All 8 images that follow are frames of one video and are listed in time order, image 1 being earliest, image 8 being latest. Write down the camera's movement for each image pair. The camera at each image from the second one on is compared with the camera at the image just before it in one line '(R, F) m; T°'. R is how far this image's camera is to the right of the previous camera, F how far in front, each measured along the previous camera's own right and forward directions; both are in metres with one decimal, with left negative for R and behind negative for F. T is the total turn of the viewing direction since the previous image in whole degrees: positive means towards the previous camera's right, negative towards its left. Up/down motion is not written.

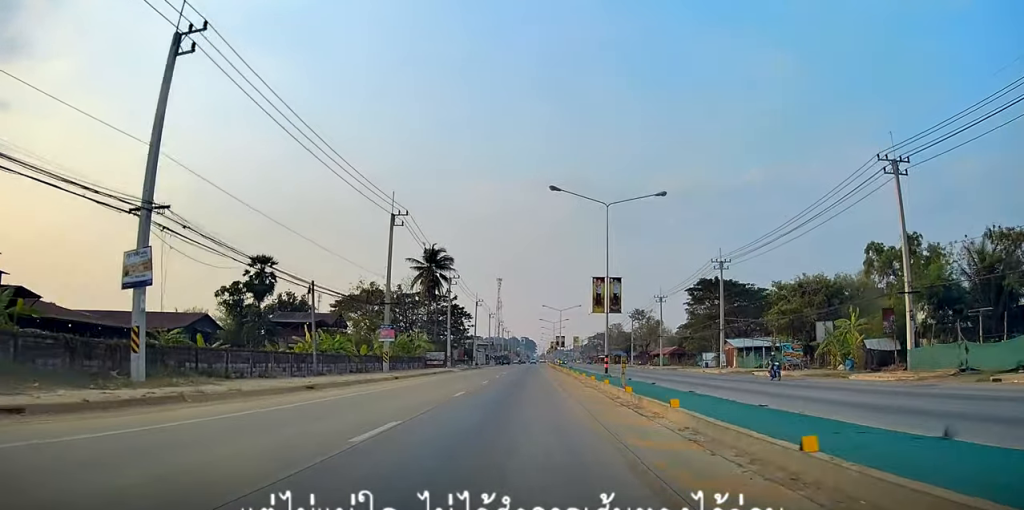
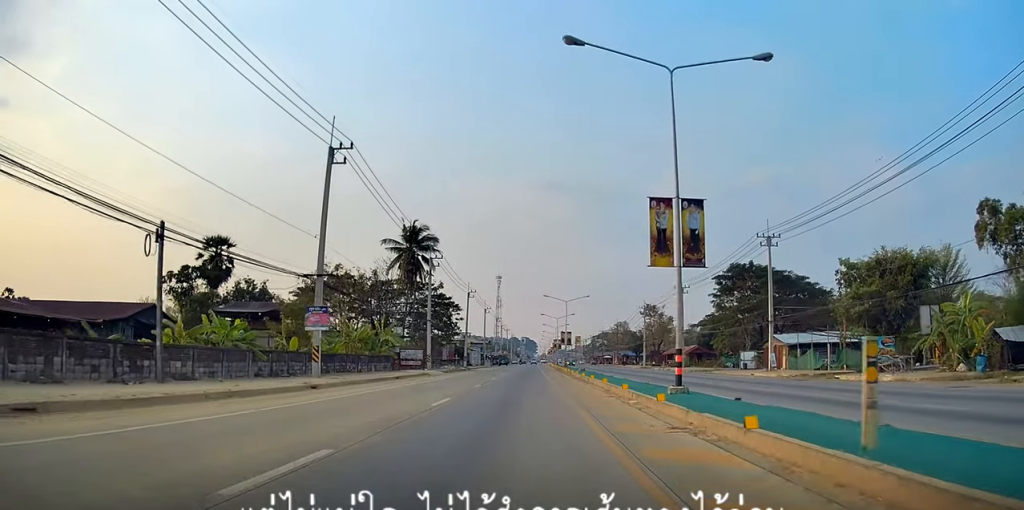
(0.0, +16.5) m; 0°
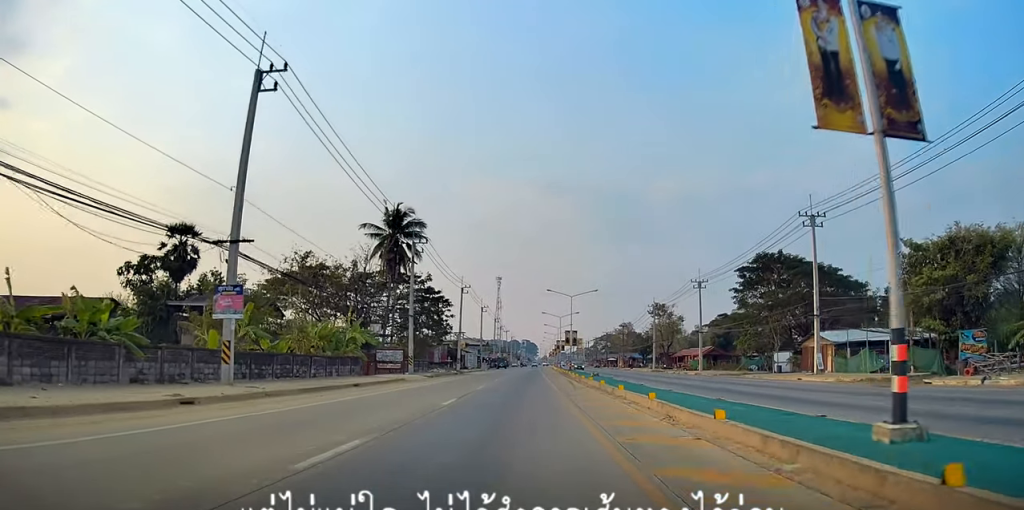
(0.0, +10.2) m; 0°
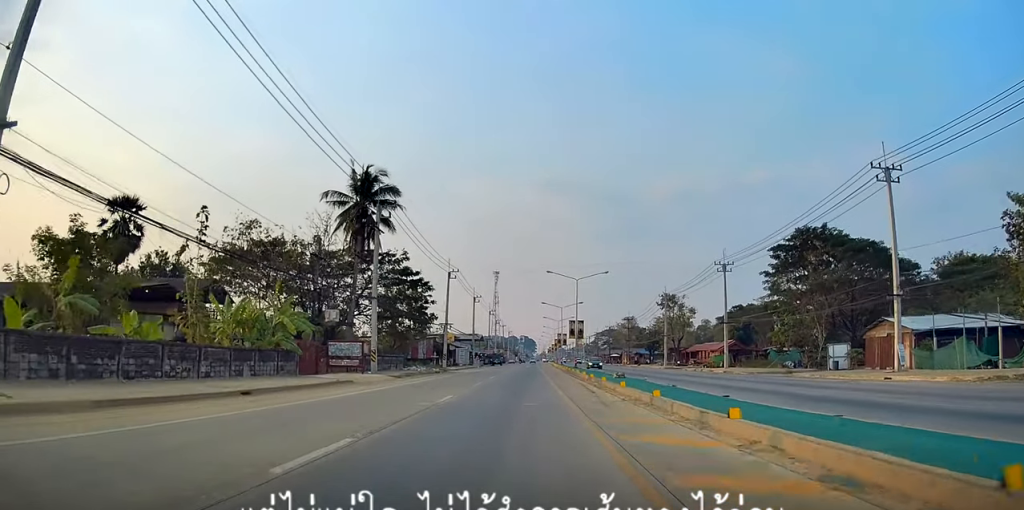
(0.0, +12.9) m; 0°
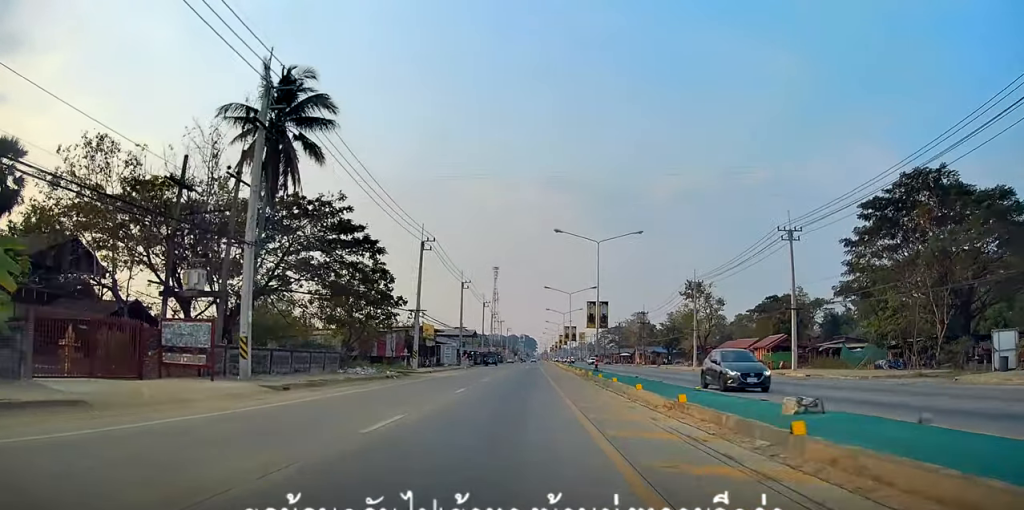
(+0.1, +20.7) m; -2°
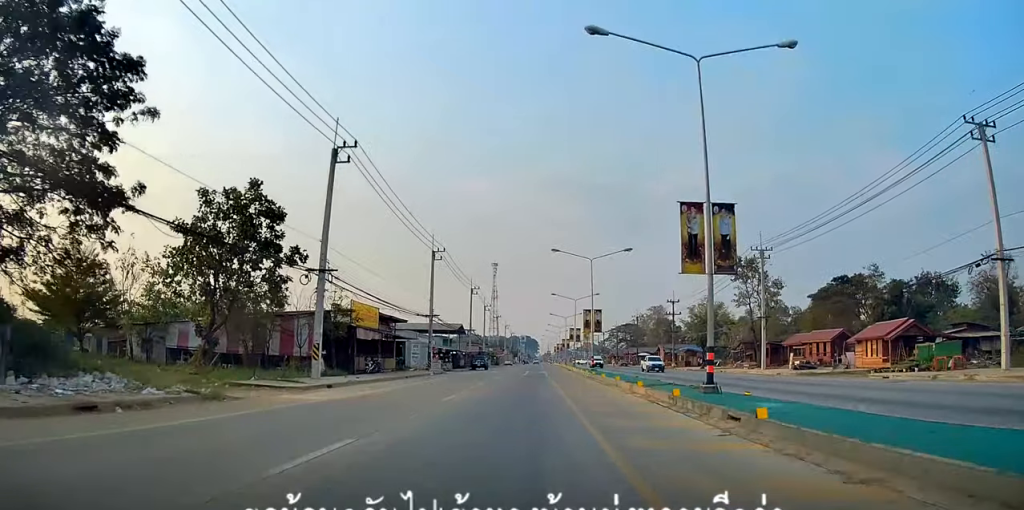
(-0.6, +28.3) m; +1°
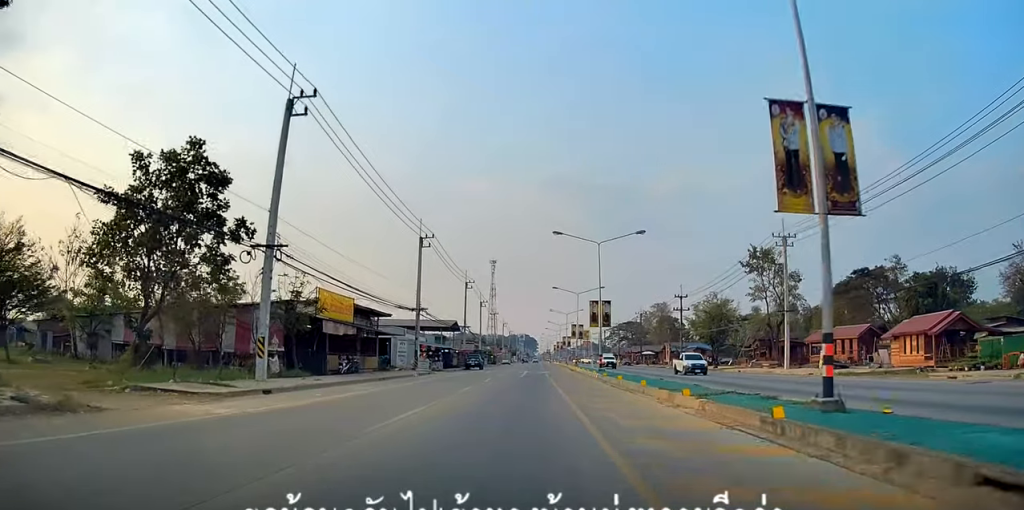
(+0.1, +6.7) m; +1°
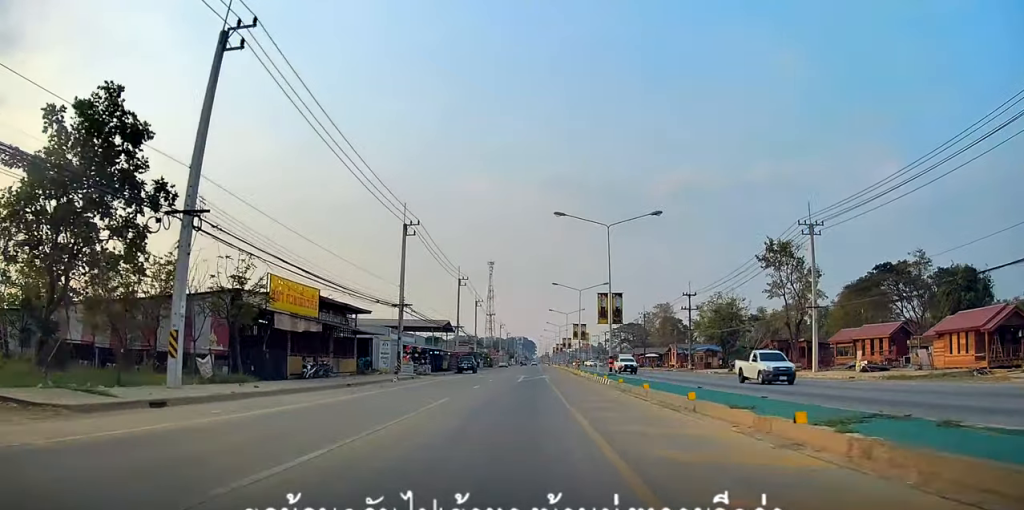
(0.0, +6.7) m; 0°
